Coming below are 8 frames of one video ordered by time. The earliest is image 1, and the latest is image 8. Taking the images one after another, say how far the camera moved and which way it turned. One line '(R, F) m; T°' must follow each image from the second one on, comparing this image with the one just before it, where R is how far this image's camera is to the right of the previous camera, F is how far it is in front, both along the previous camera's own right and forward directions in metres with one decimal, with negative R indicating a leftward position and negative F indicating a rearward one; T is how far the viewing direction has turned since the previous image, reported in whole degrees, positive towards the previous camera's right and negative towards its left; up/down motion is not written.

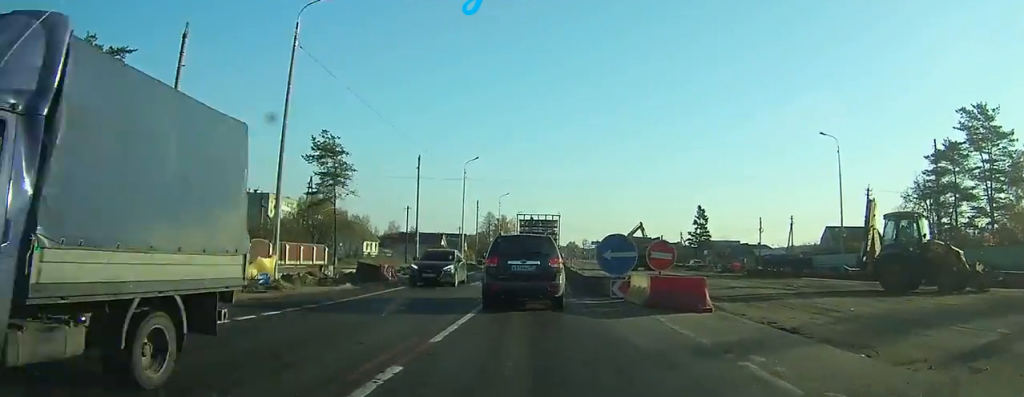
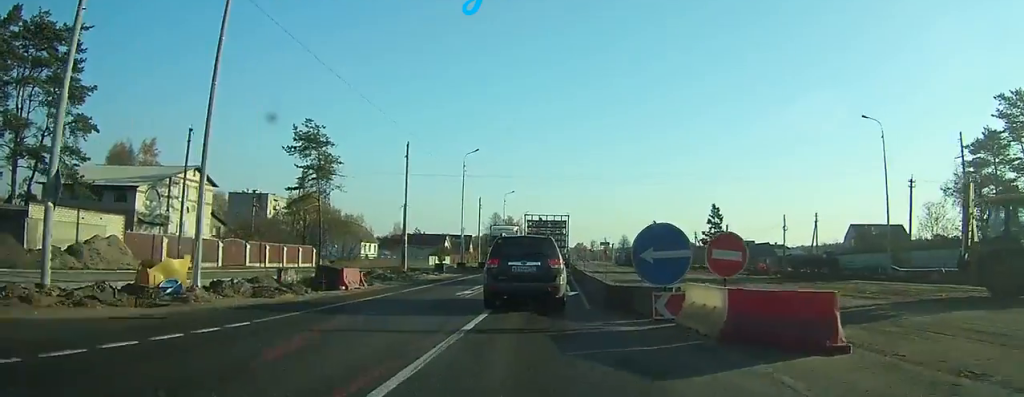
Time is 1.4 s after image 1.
(+0.1, +5.9) m; 0°
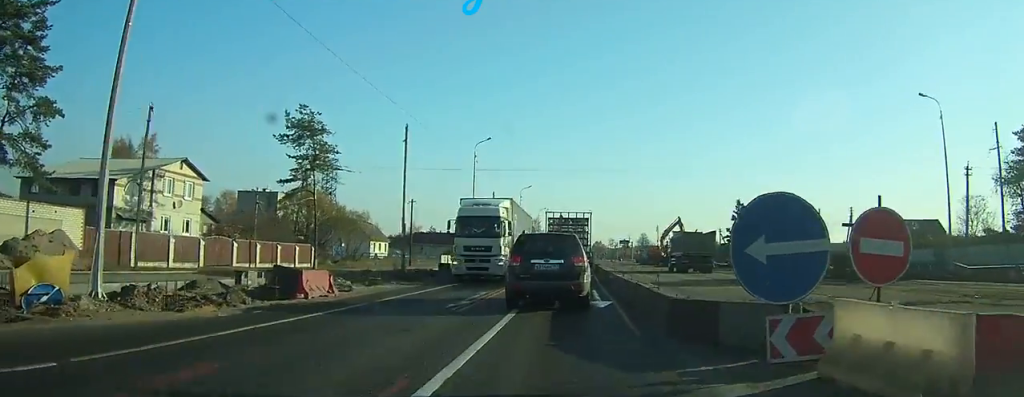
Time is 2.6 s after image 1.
(+0.1, +4.8) m; 0°
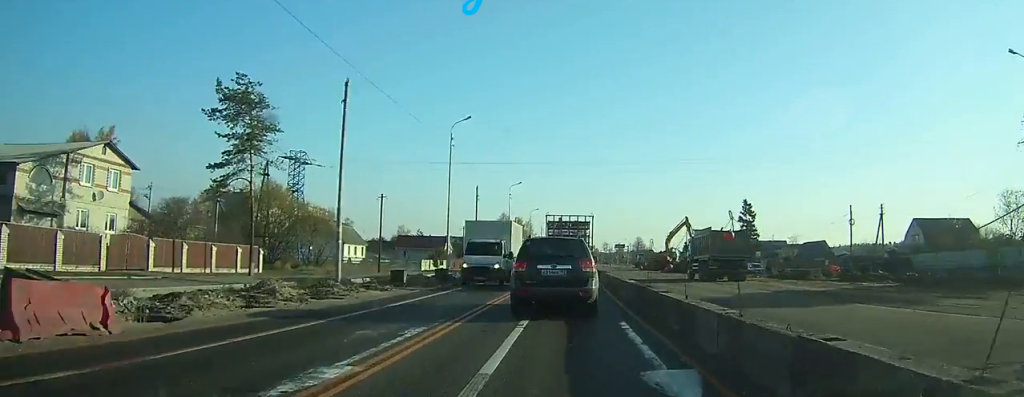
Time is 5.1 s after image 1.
(-0.2, +9.3) m; -1°
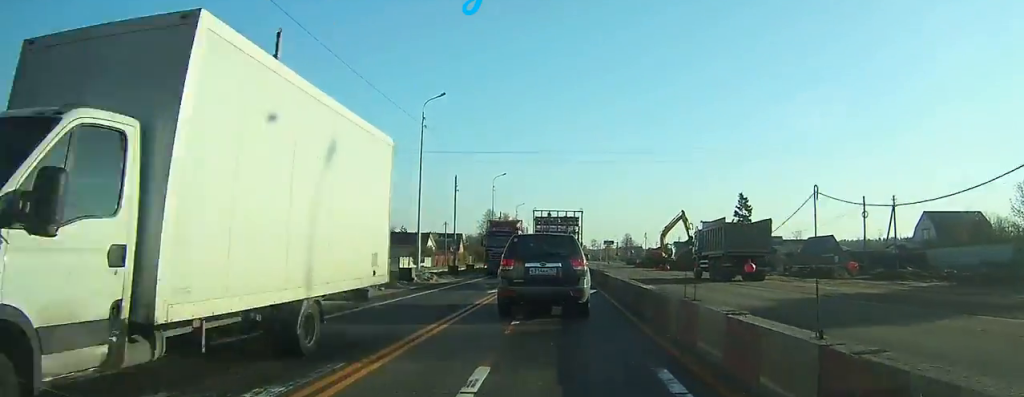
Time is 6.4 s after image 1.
(0.0, +4.8) m; 0°
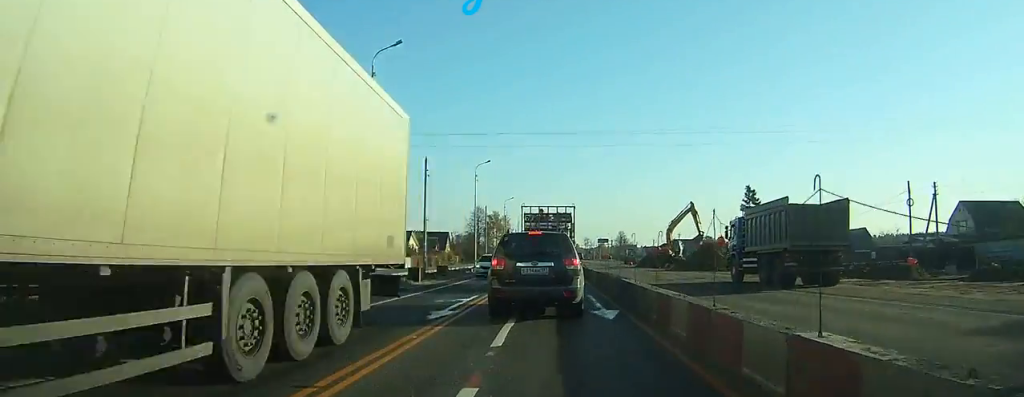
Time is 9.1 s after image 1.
(+0.2, +8.6) m; +4°
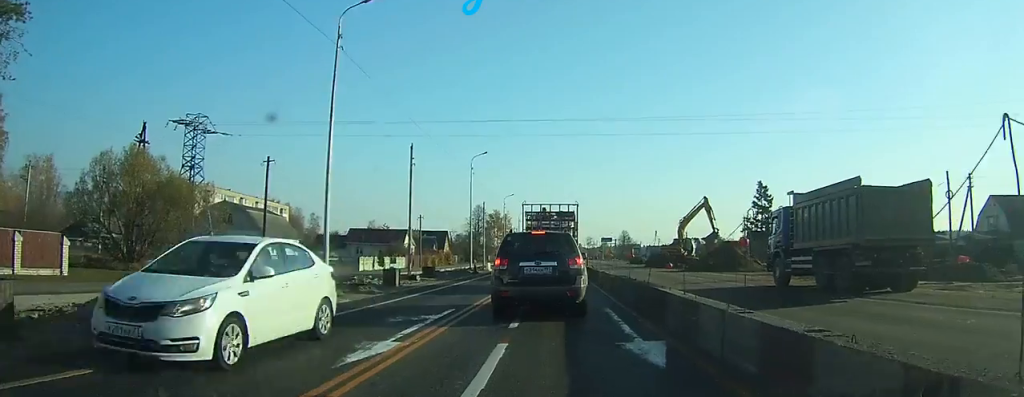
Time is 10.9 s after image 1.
(+0.2, +5.3) m; +1°
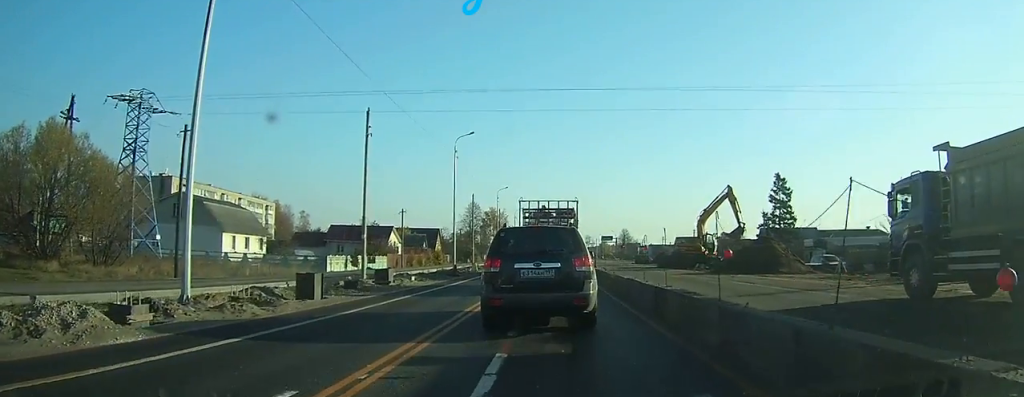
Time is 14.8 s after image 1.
(-0.4, +9.0) m; -7°
